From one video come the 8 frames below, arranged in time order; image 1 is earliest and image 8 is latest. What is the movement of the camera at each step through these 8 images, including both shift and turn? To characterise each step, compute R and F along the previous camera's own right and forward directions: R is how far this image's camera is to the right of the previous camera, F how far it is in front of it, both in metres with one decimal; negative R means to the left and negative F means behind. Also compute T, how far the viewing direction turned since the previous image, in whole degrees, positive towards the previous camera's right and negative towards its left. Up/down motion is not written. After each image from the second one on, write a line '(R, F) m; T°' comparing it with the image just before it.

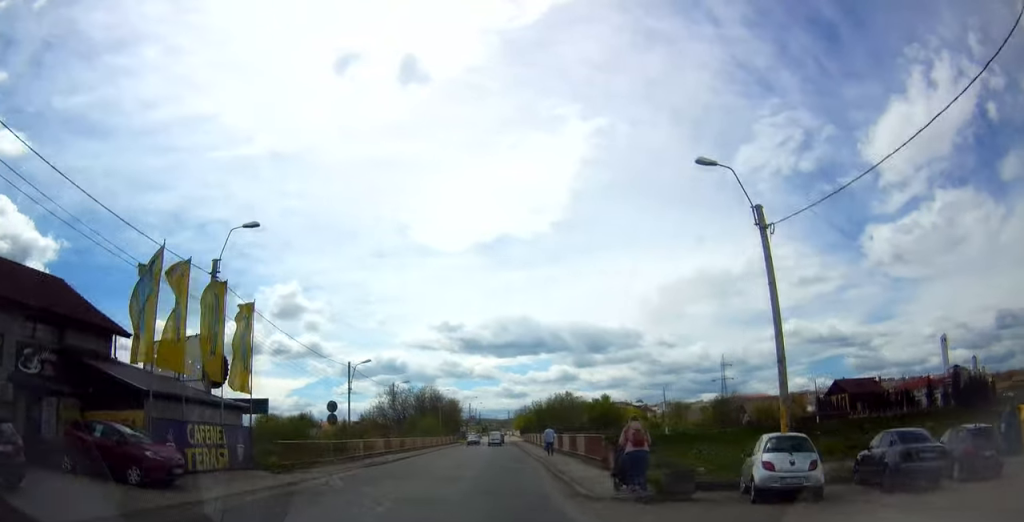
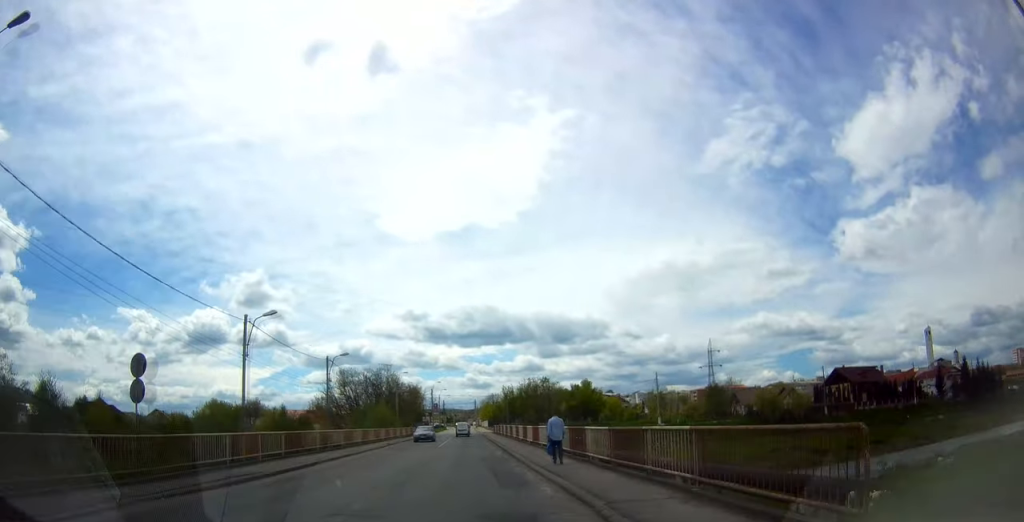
(+1.1, +15.7) m; +4°
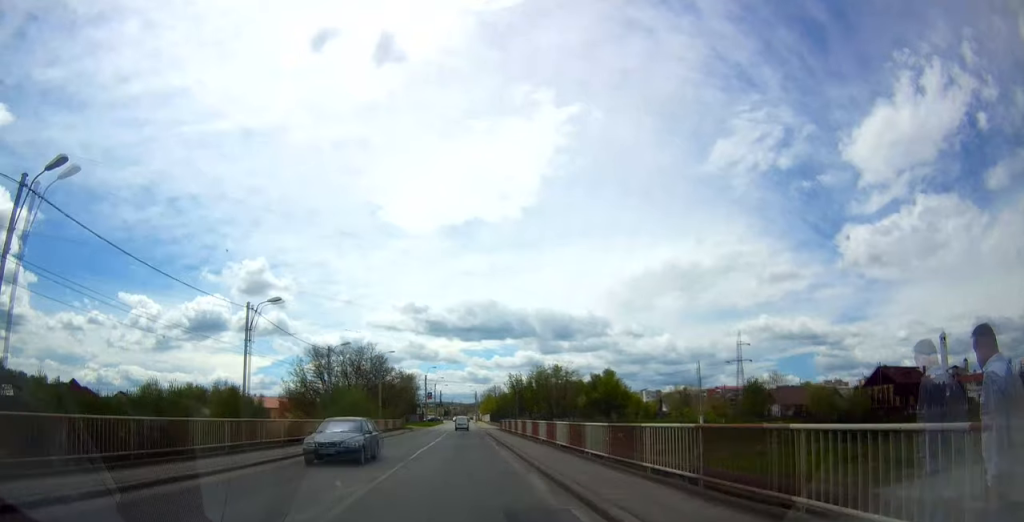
(0.0, +18.5) m; 0°
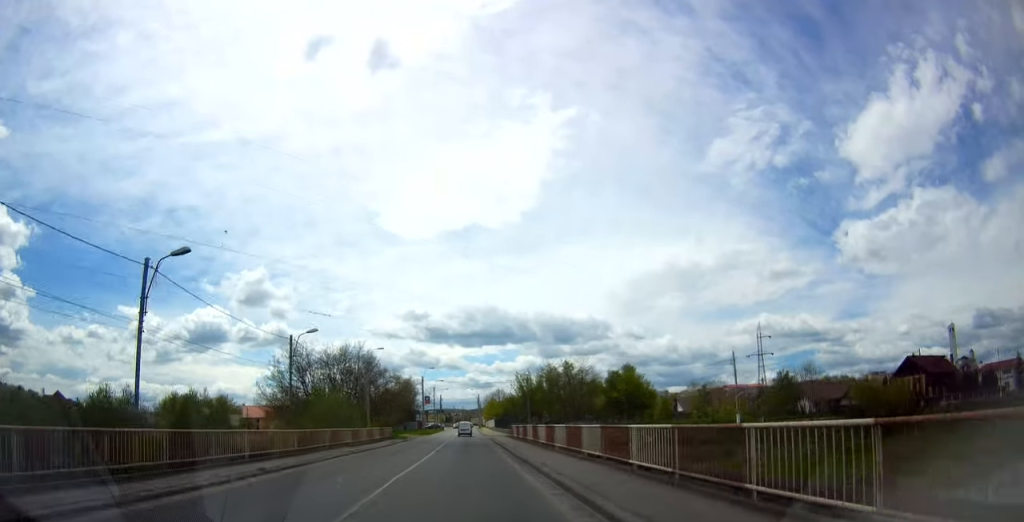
(0.0, +11.4) m; 0°
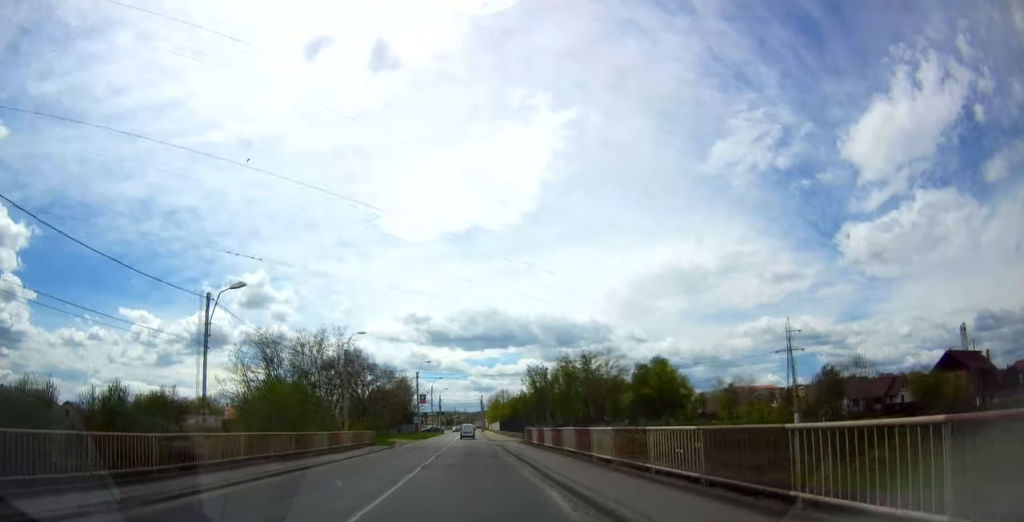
(+0.2, +13.8) m; 0°
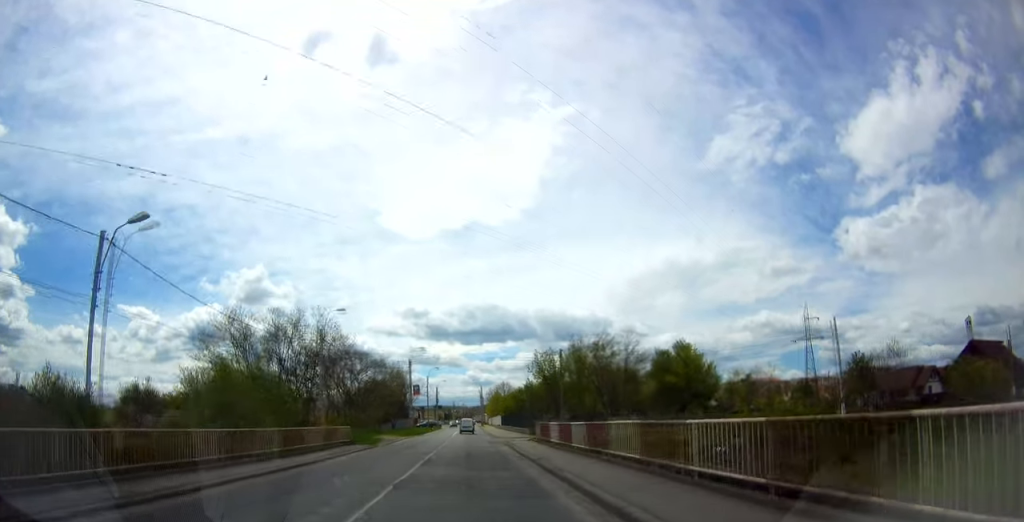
(-0.2, +8.5) m; 0°
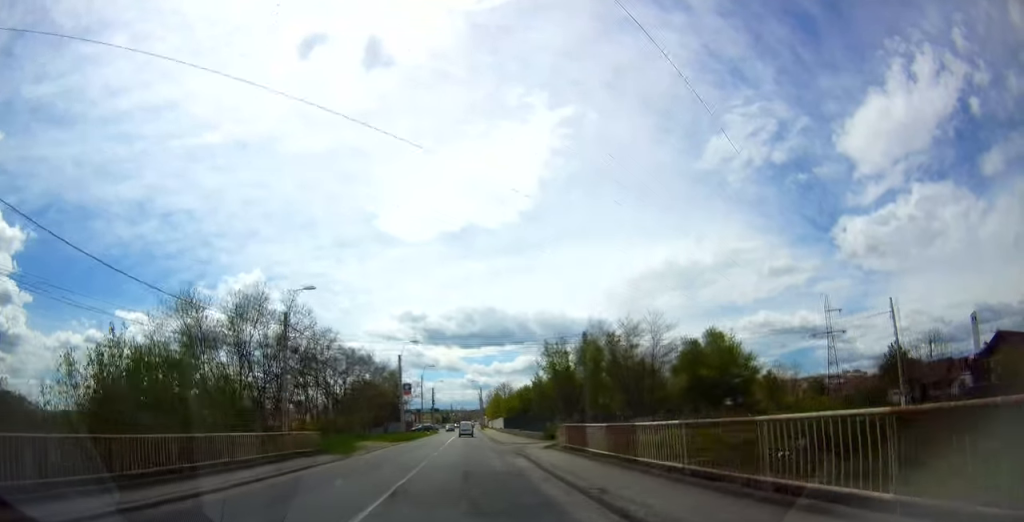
(-0.1, +9.3) m; 0°
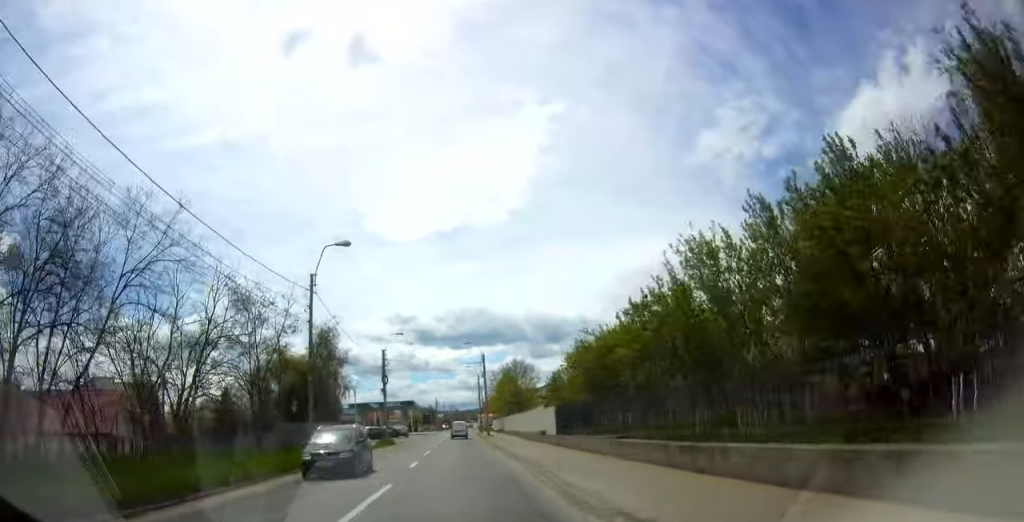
(+0.1, +57.8) m; 0°
